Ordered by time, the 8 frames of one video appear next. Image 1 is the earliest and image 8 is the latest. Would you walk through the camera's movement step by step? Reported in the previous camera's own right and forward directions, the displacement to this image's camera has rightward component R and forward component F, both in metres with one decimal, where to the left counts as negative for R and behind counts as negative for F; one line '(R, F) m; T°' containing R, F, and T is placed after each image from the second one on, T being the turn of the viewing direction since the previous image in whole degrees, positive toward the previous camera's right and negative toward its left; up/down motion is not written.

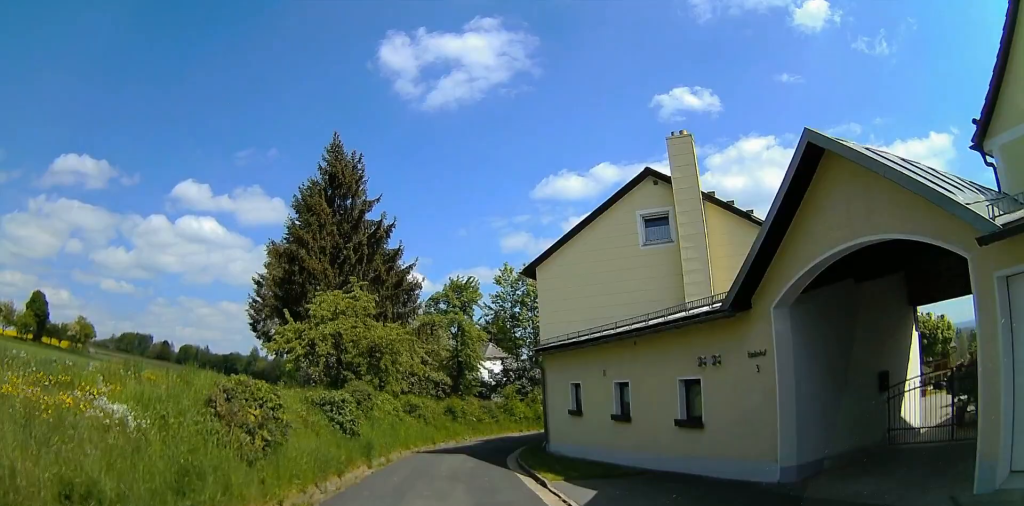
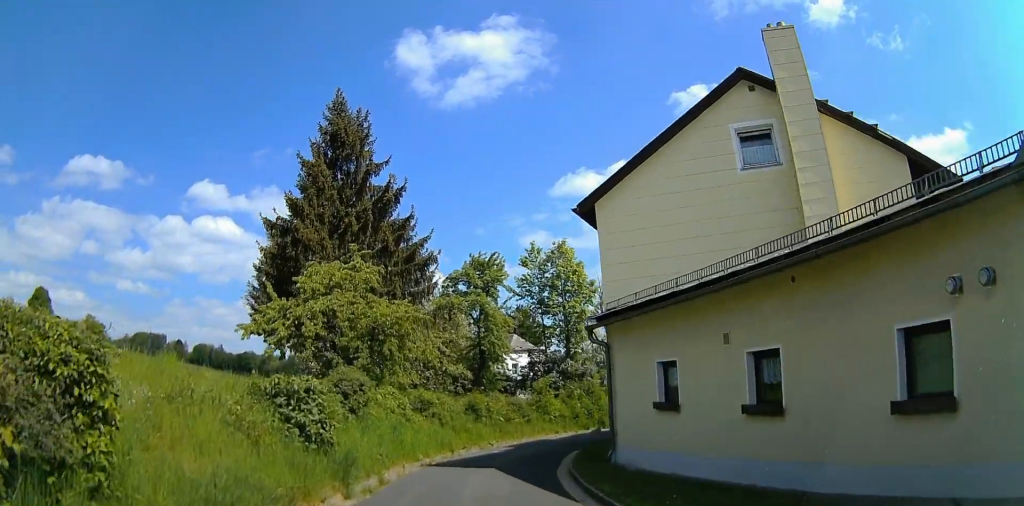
(-0.1, +5.9) m; +2°
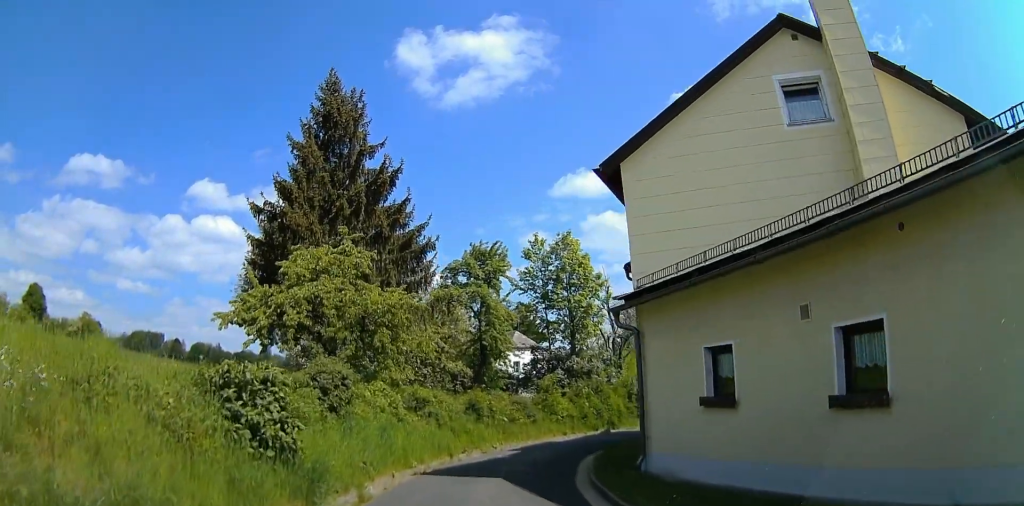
(+0.1, +2.3) m; +1°
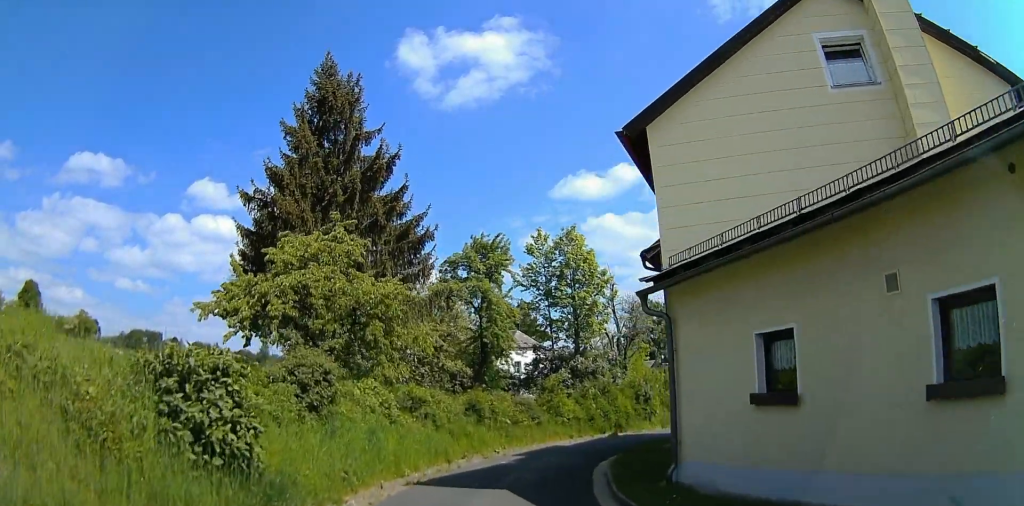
(0.0, +1.7) m; -2°
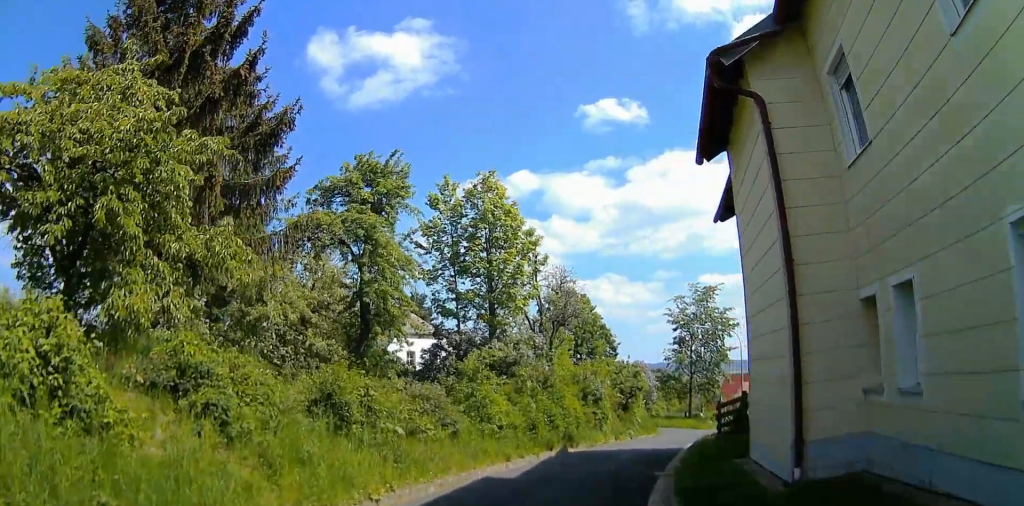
(+0.3, +9.6) m; +10°
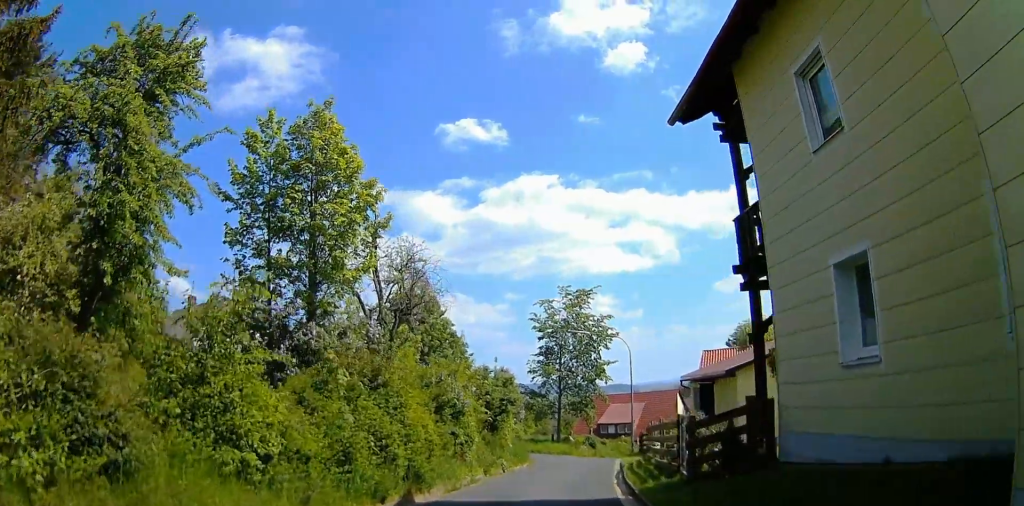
(+0.6, +8.0) m; +16°
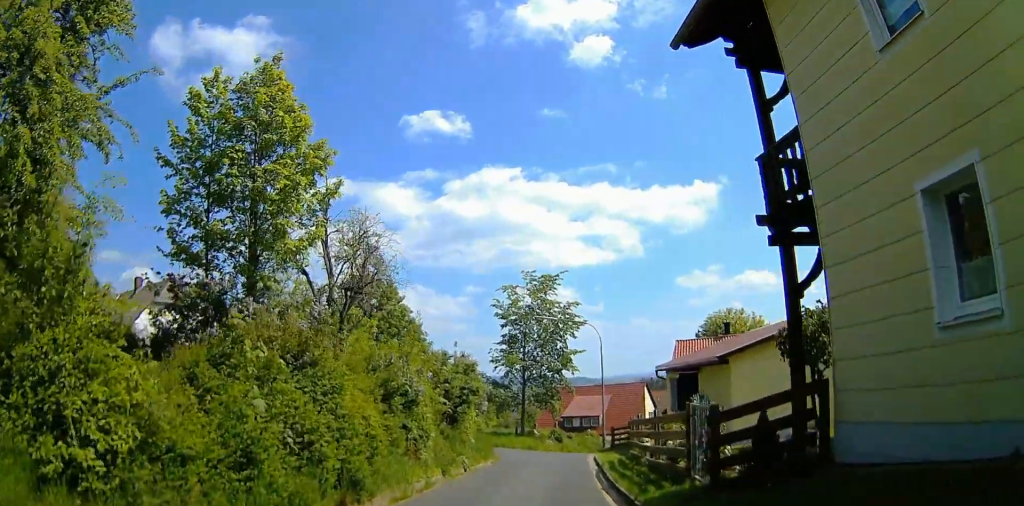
(+0.4, +2.4) m; +2°
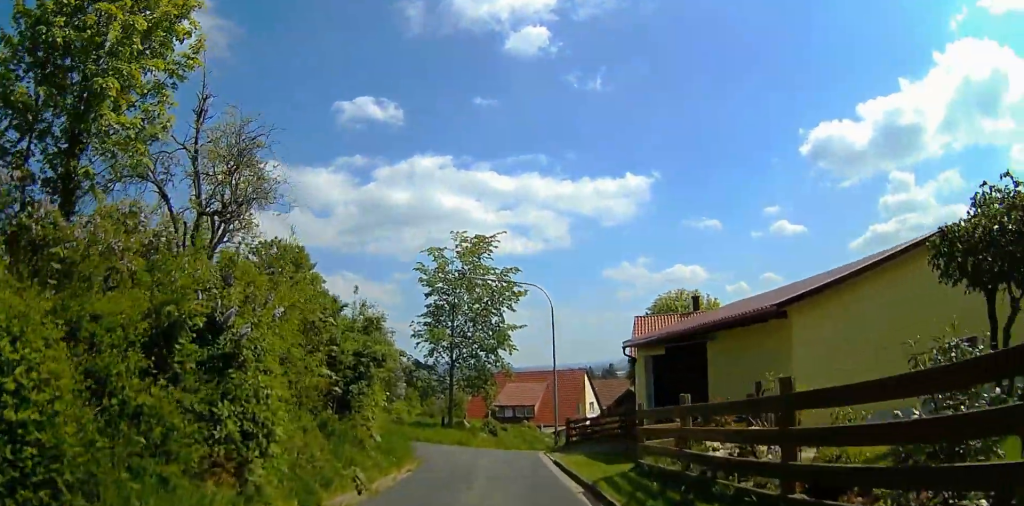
(+0.4, +7.3) m; +3°
